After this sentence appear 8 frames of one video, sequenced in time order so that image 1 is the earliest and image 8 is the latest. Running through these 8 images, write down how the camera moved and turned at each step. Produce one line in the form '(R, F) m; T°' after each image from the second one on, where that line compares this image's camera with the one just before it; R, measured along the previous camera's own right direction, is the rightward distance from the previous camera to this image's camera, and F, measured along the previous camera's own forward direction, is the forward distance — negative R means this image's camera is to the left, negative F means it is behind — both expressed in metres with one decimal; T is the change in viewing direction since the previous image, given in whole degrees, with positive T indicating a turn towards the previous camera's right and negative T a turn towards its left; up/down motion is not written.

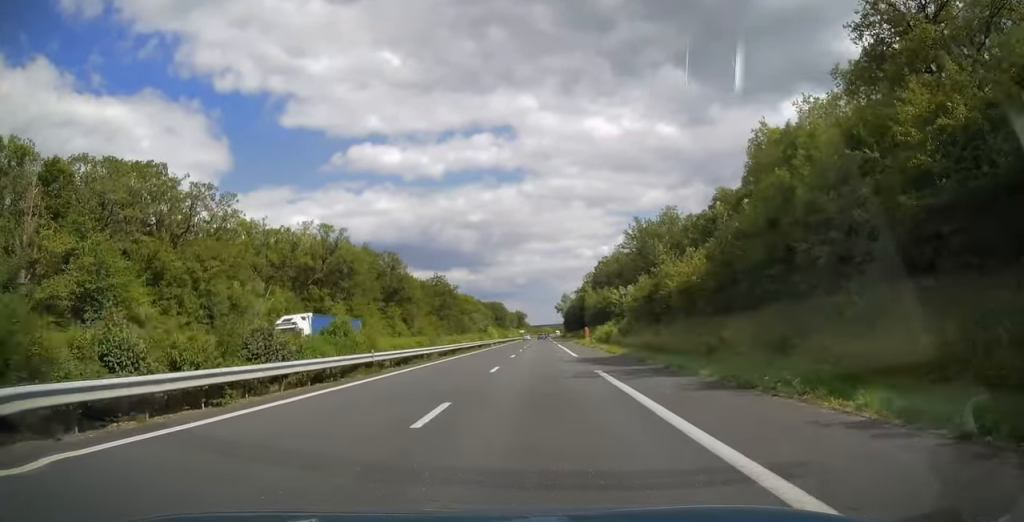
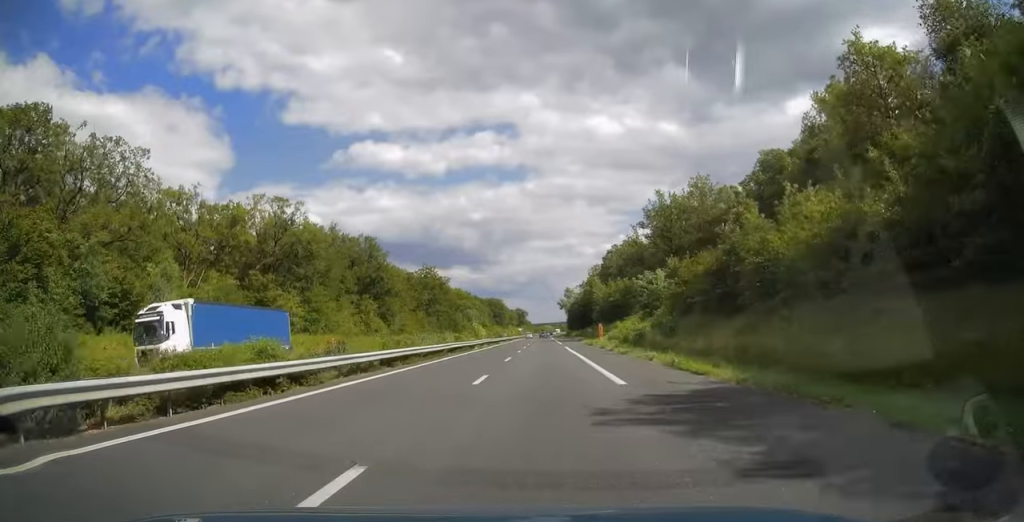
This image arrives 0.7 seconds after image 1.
(0.0, +19.2) m; 0°
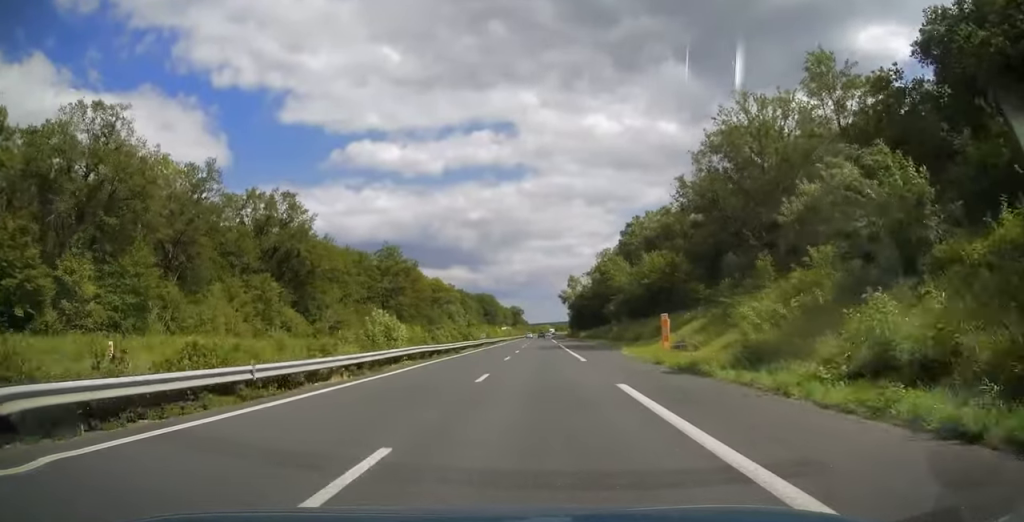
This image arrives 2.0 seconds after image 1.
(+0.2, +38.4) m; 0°
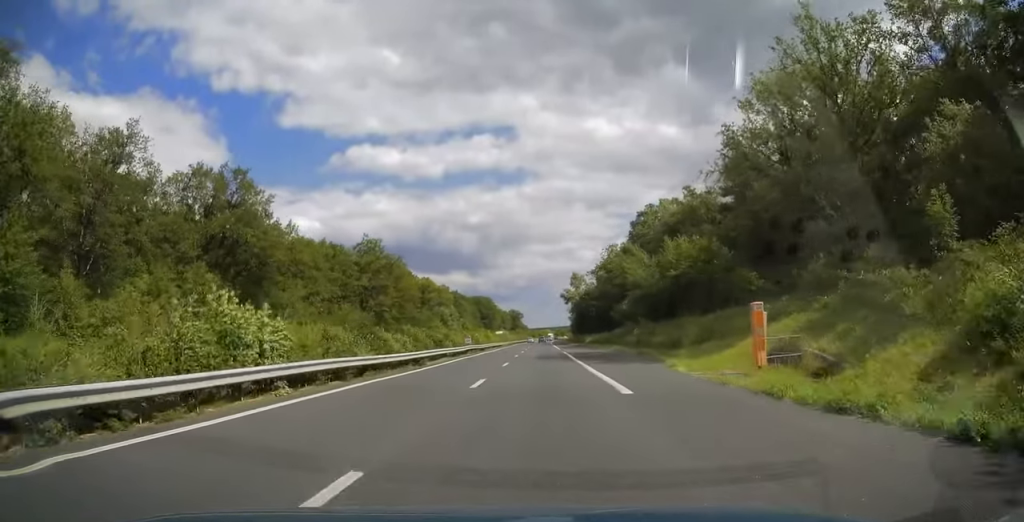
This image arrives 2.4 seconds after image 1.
(0.0, +14.3) m; 0°
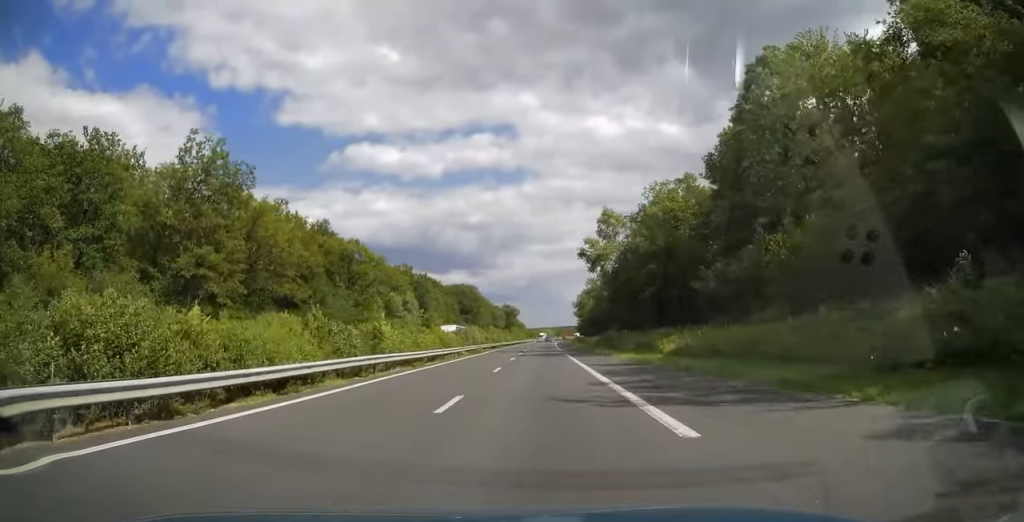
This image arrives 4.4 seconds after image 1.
(0.0, +58.0) m; 0°
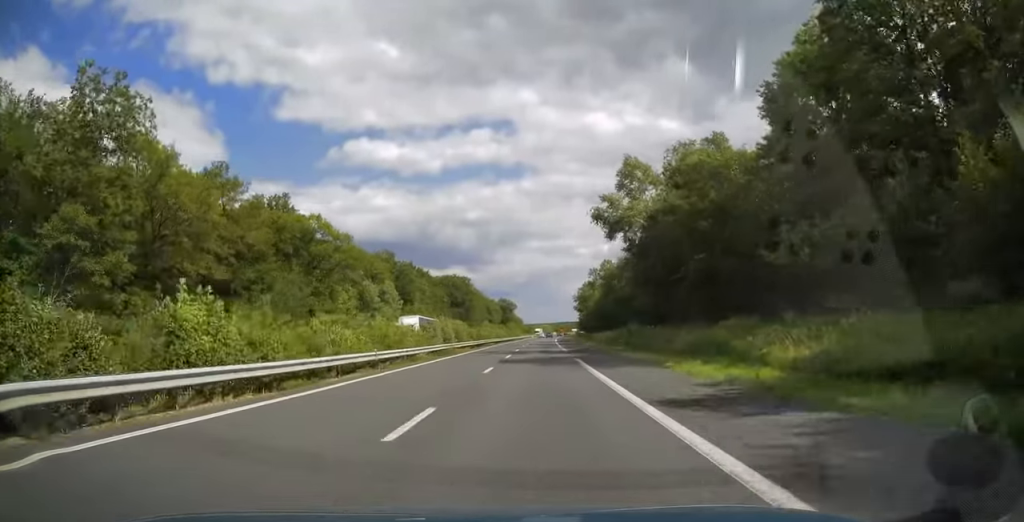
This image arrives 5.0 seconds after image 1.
(-0.1, +16.2) m; 0°
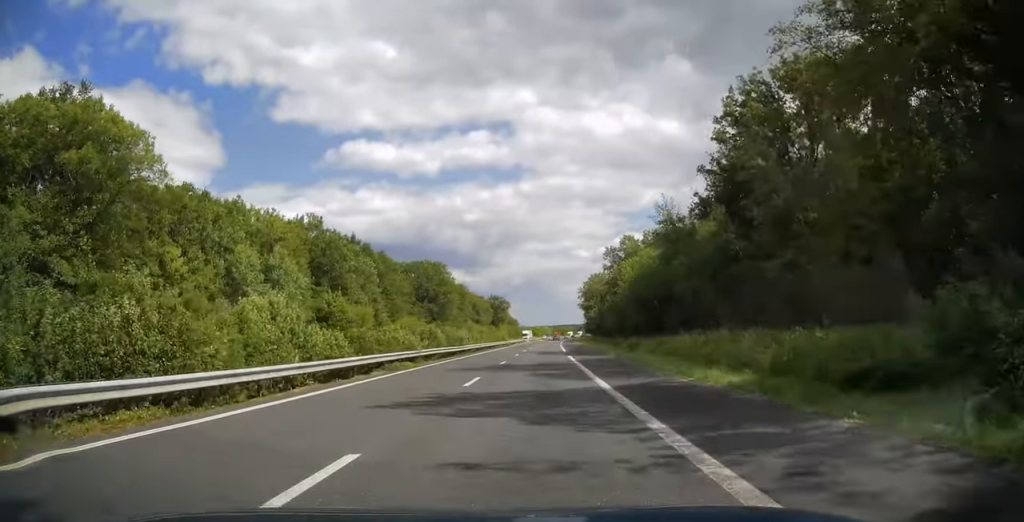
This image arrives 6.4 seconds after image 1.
(+0.3, +43.7) m; +1°
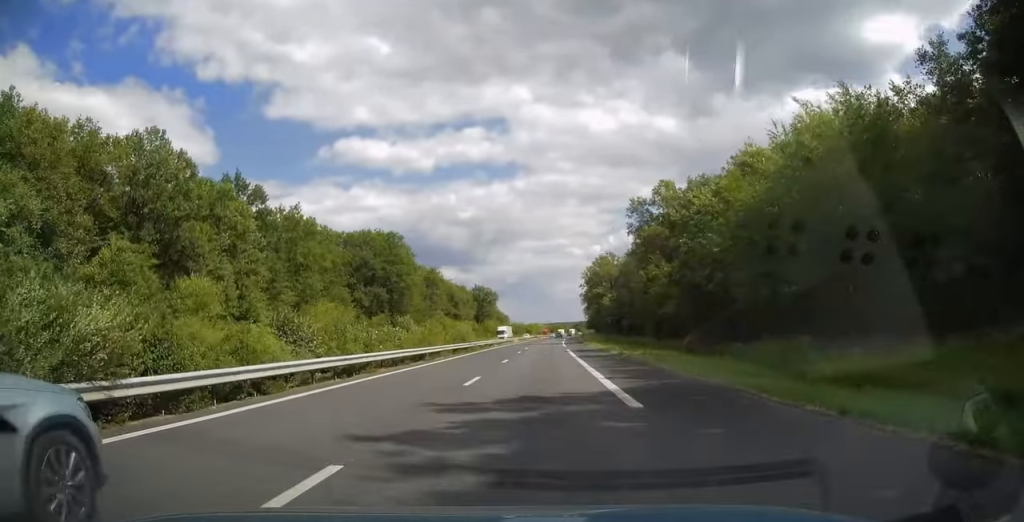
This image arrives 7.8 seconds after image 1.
(+0.2, +40.4) m; +1°
